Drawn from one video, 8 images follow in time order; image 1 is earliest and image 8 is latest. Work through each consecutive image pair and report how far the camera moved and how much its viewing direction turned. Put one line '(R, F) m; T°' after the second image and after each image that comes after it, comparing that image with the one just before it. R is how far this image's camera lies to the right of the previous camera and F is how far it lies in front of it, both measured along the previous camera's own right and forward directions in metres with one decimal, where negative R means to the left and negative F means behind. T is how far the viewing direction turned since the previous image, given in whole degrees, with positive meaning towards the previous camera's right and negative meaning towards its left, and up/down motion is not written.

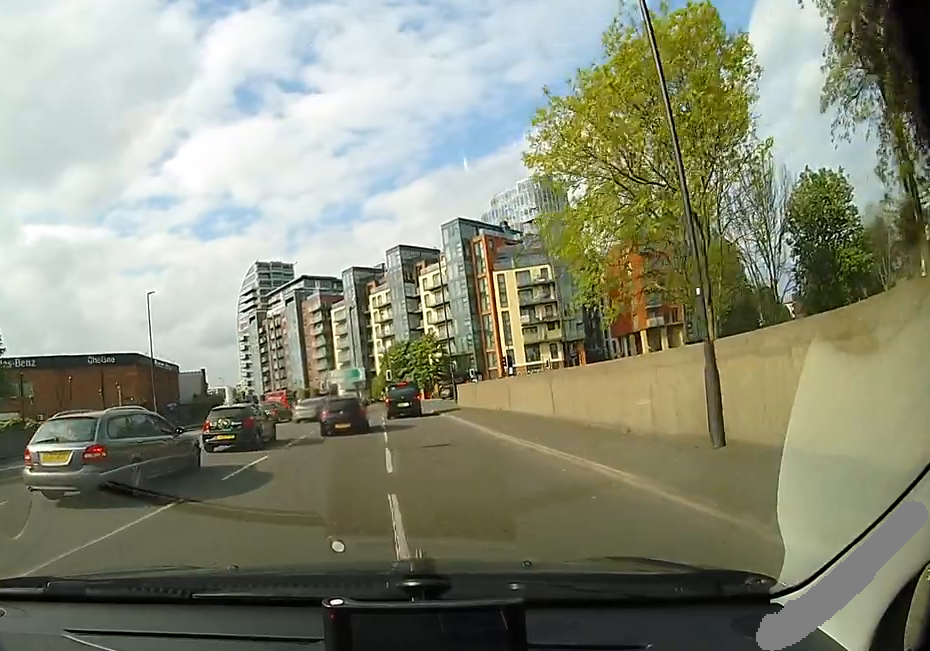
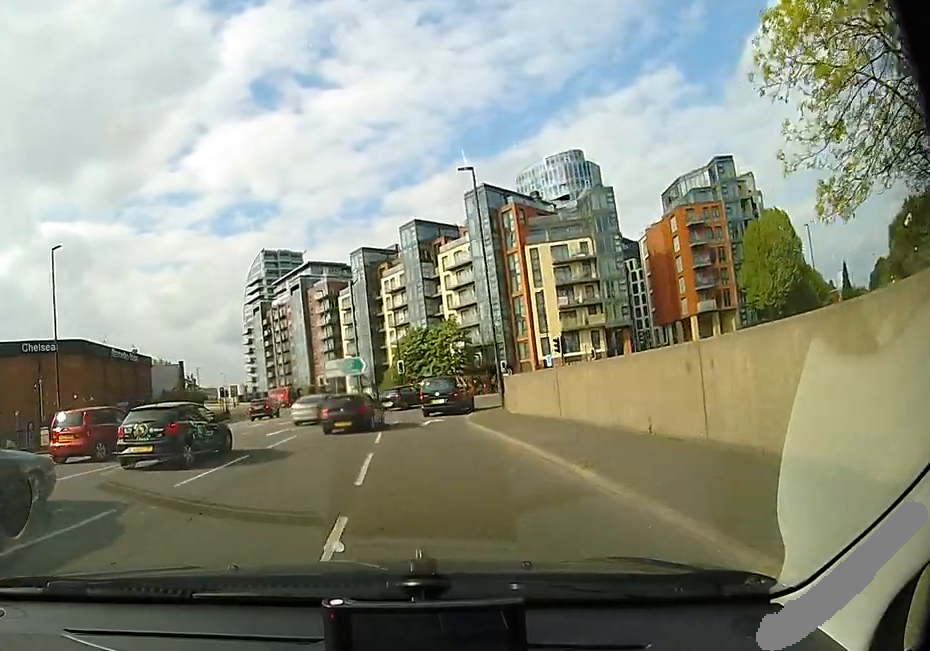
(-0.8, +10.1) m; -8°
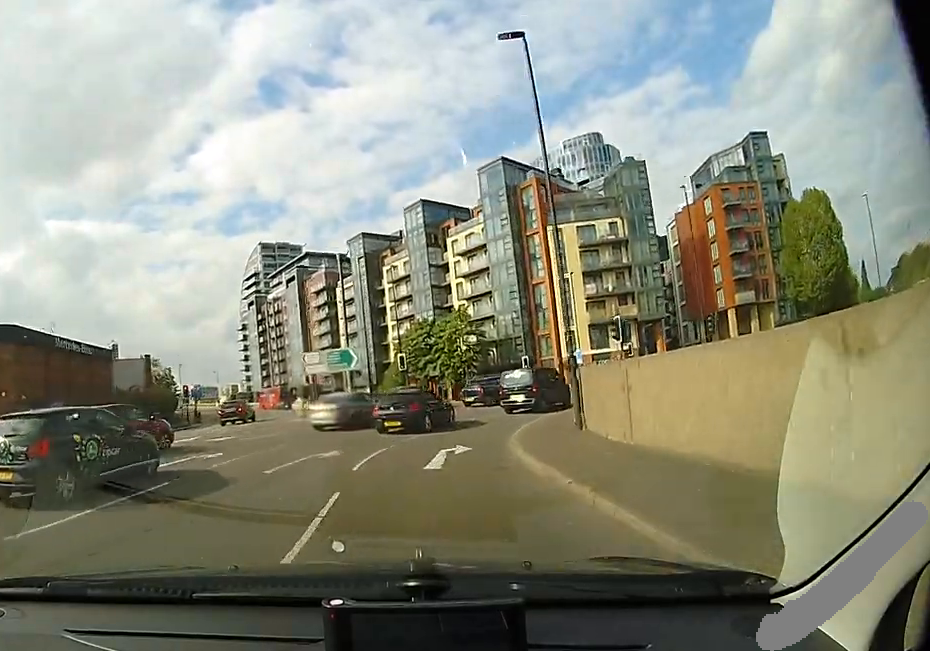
(-0.2, +7.7) m; -1°
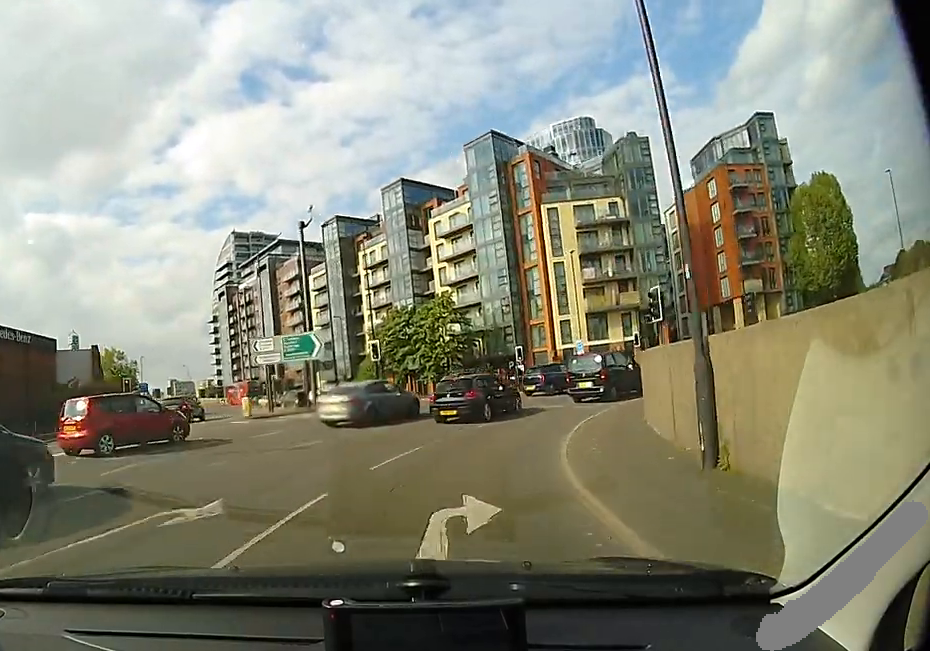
(0.0, +5.0) m; +1°
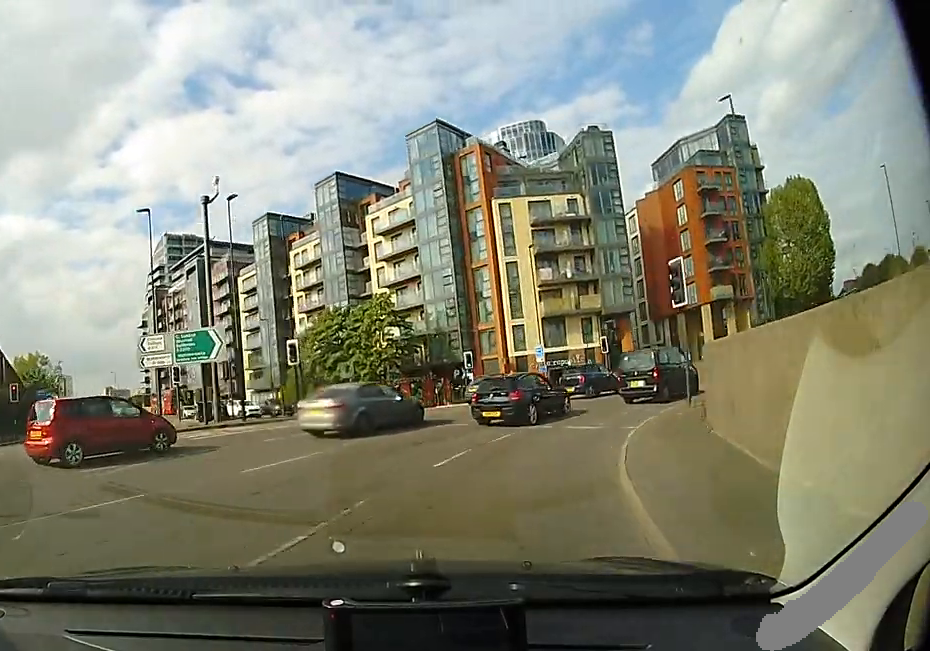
(+0.1, +4.8) m; +1°
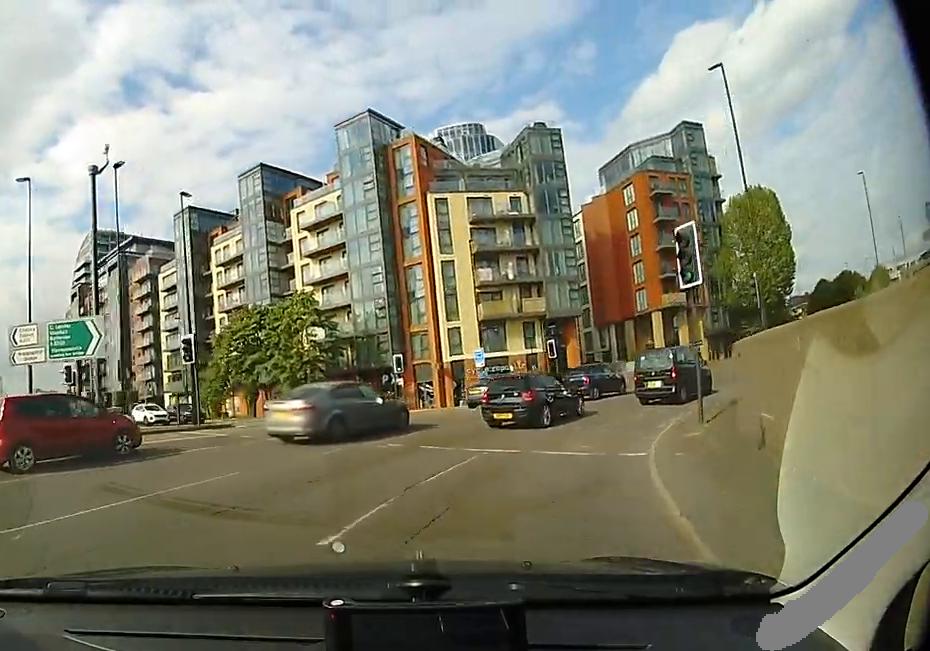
(0.0, +3.3) m; +5°
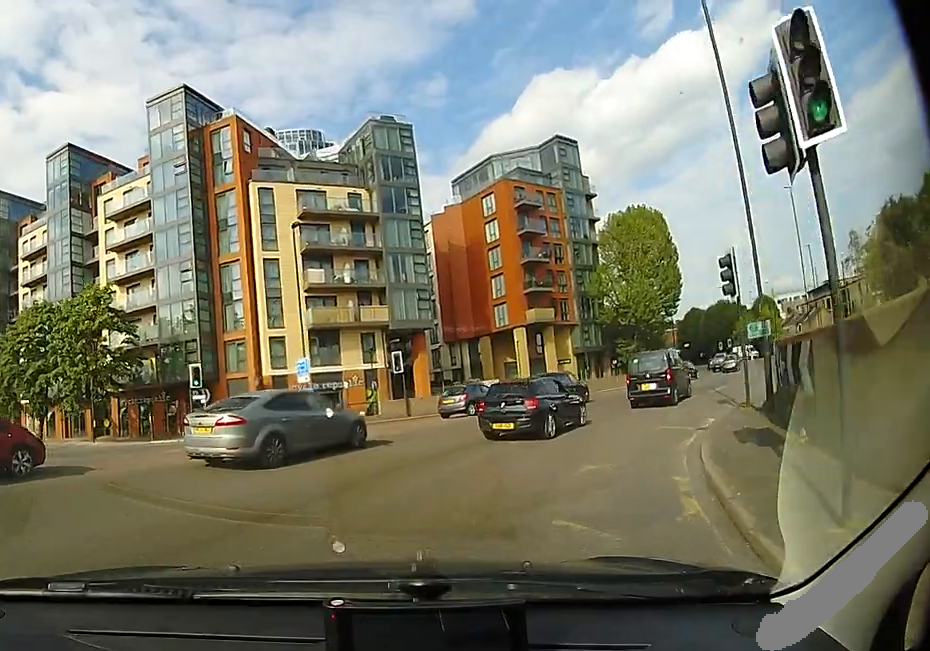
(+0.5, +6.5) m; +10°
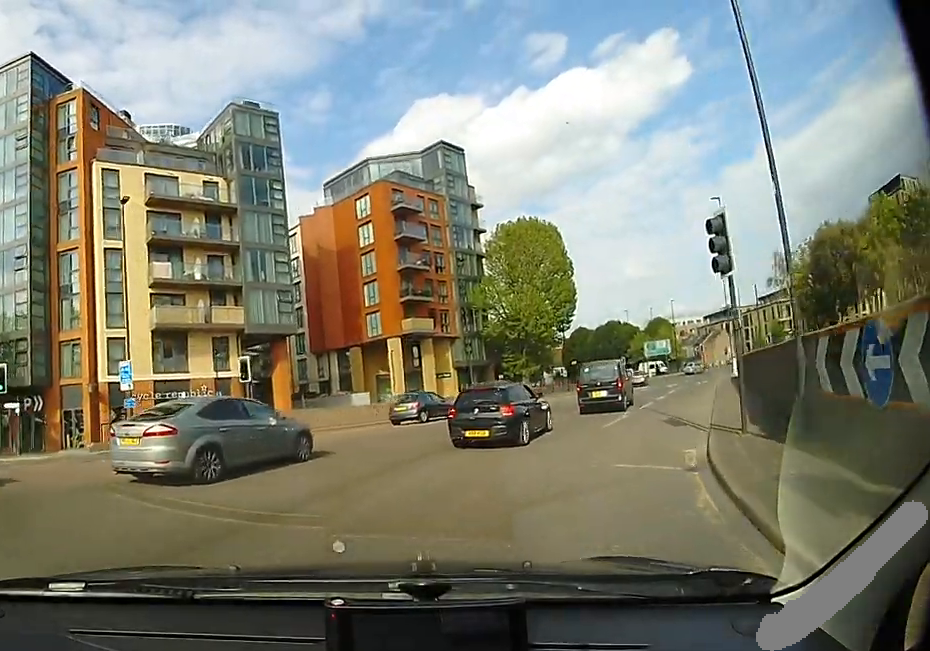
(+0.6, +4.6) m; +5°
